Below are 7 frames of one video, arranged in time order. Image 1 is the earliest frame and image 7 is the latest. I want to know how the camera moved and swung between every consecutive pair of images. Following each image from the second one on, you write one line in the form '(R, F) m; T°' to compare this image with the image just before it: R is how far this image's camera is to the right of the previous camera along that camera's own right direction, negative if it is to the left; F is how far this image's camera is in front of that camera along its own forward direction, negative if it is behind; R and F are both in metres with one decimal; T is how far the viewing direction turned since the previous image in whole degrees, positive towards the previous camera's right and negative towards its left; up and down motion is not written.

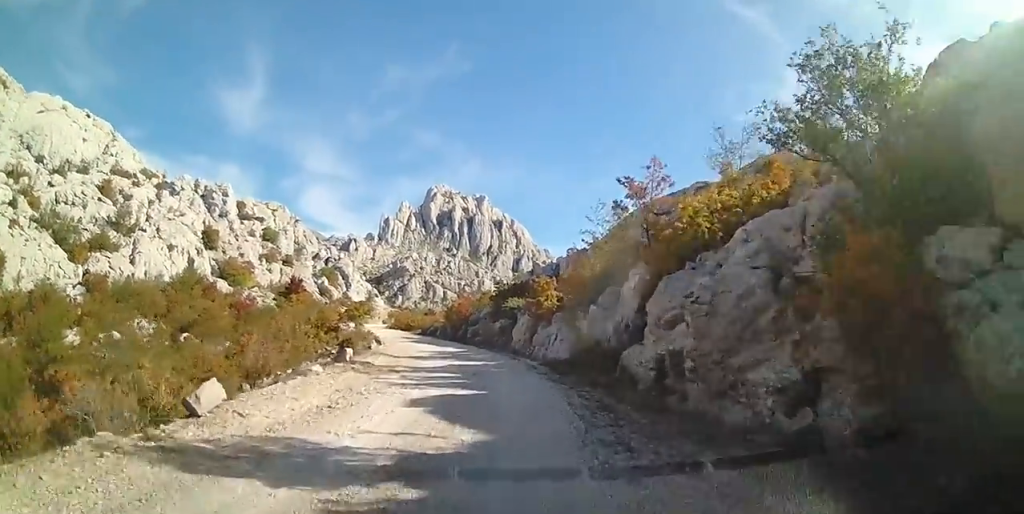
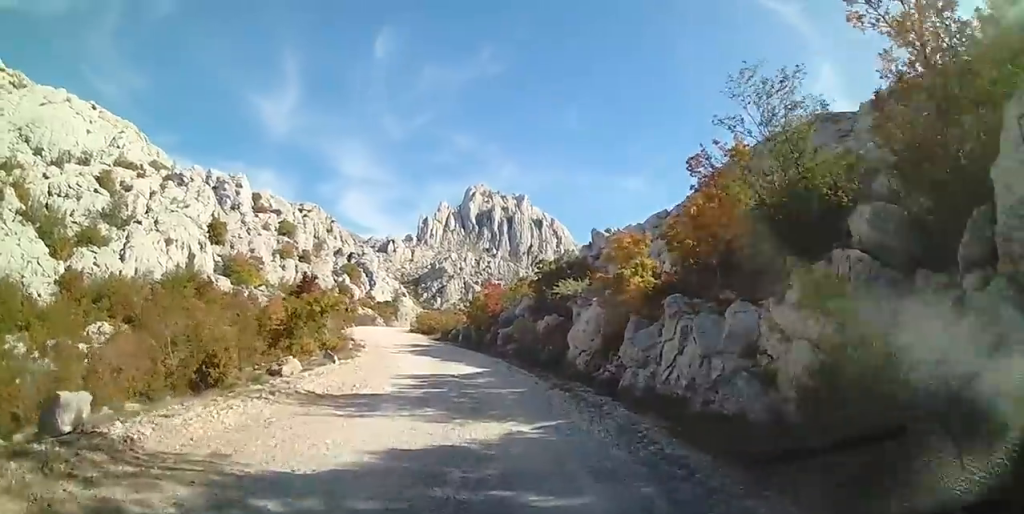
(0.0, +12.1) m; -5°
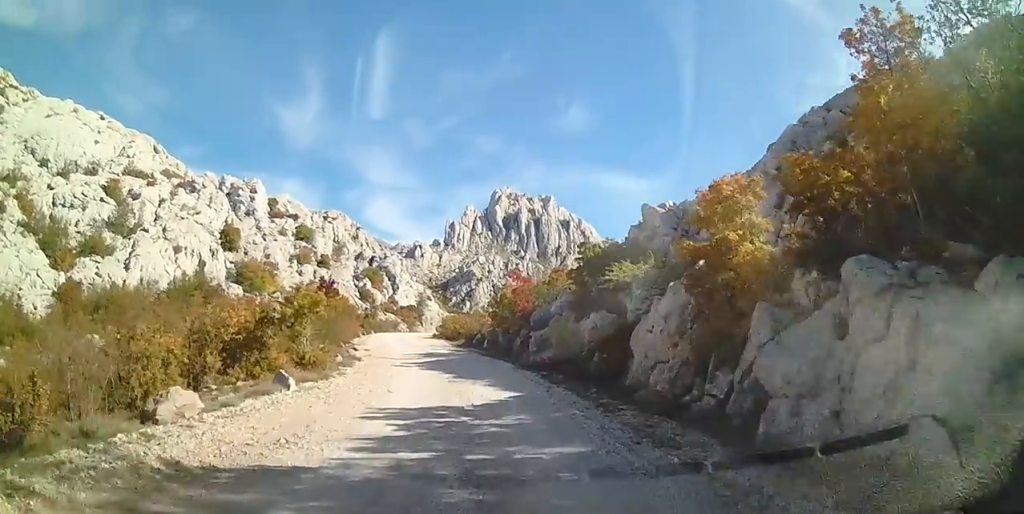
(-0.1, +5.1) m; -3°
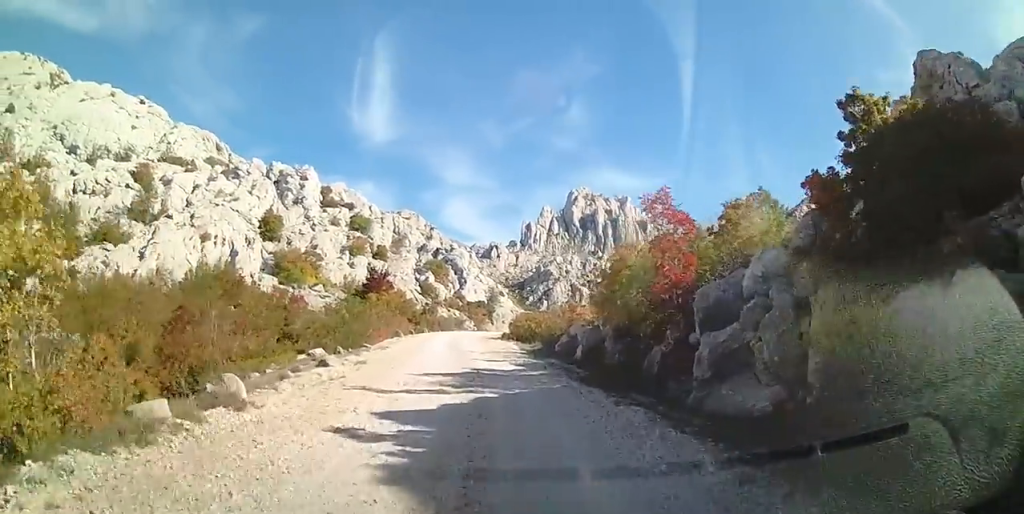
(-1.0, +12.2) m; -9°
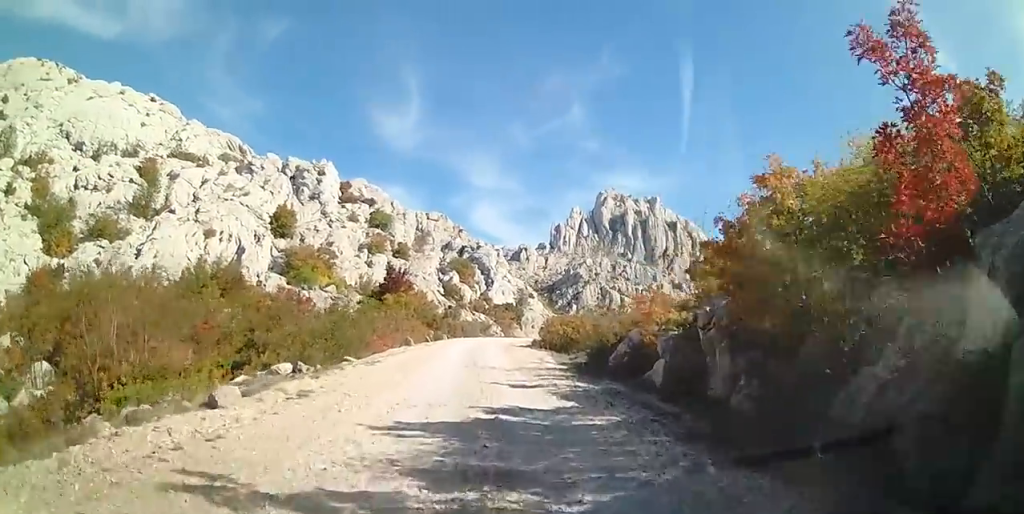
(-0.1, +6.0) m; -3°
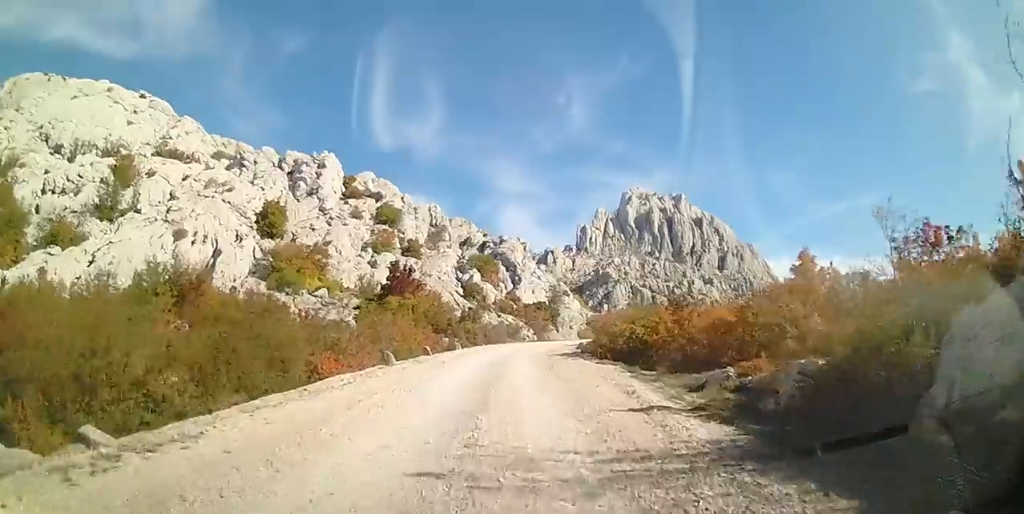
(-0.3, +12.2) m; -2°
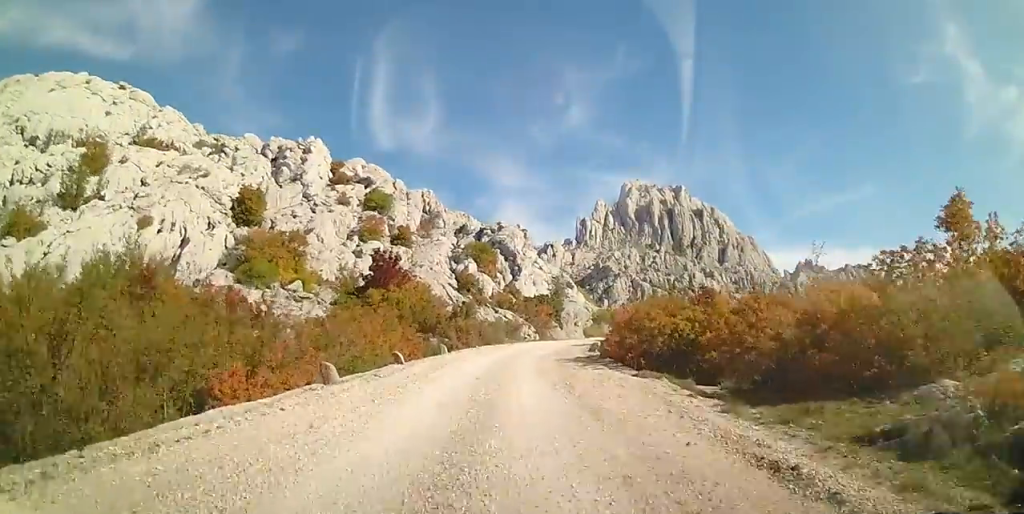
(0.0, +6.2) m; 0°
